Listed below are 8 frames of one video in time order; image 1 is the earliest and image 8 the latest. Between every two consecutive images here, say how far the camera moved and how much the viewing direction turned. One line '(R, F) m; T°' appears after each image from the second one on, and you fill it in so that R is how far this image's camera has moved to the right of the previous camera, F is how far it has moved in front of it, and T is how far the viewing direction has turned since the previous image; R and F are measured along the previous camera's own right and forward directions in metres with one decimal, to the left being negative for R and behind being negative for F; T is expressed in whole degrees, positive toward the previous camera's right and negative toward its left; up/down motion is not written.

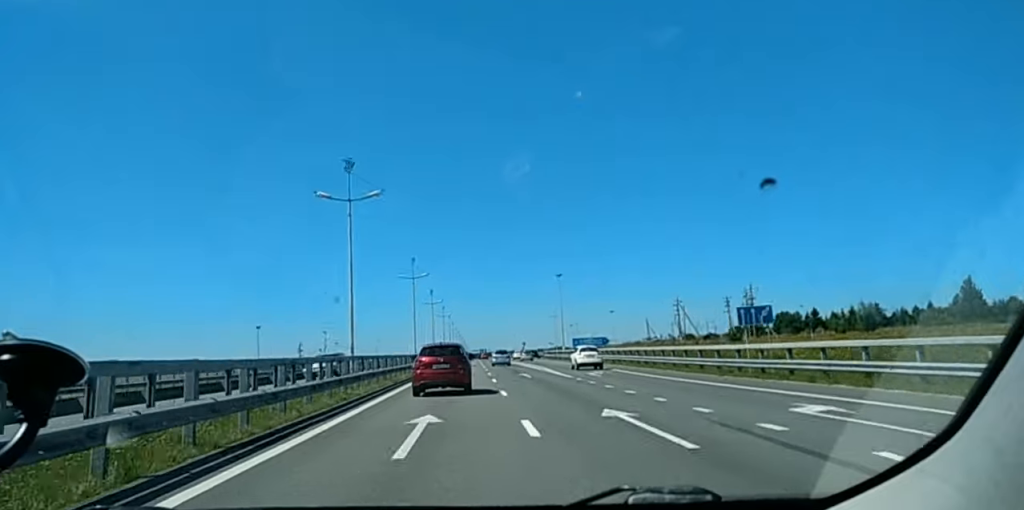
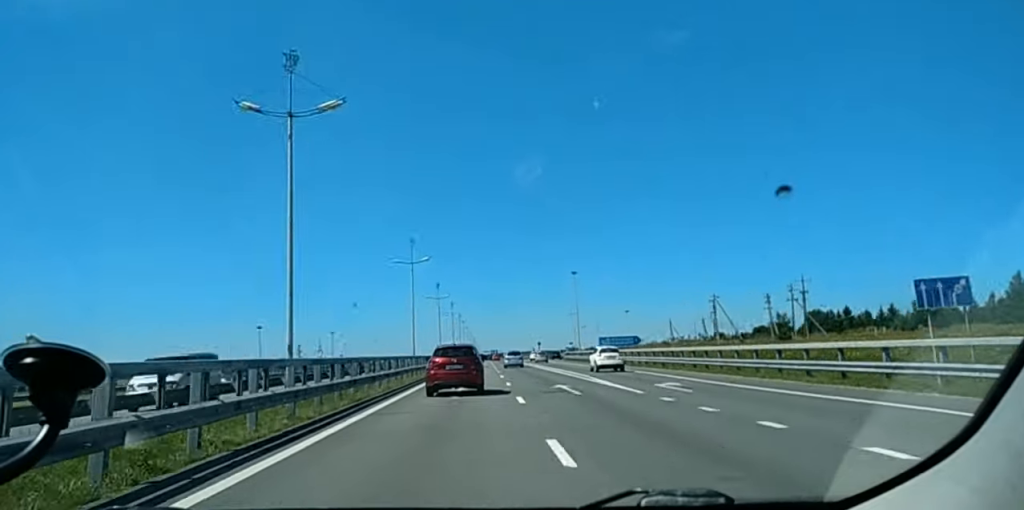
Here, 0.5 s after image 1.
(-0.1, +14.9) m; 0°
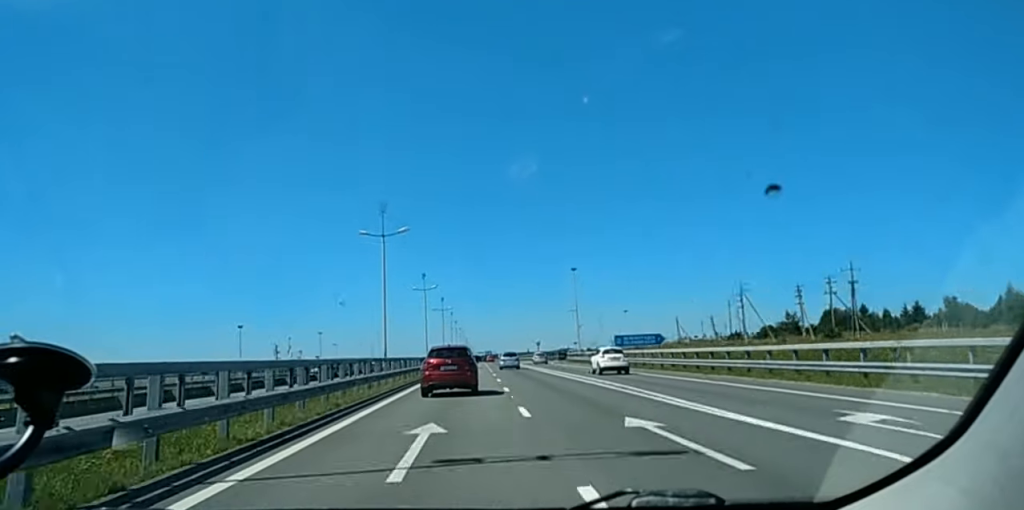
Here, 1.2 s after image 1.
(0.0, +17.4) m; 0°
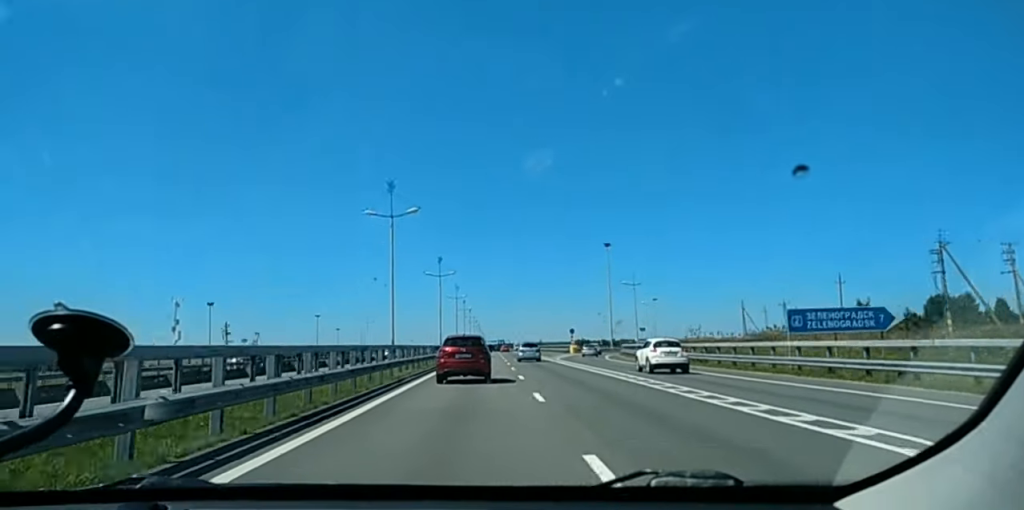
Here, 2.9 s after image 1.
(+0.1, +48.2) m; 0°
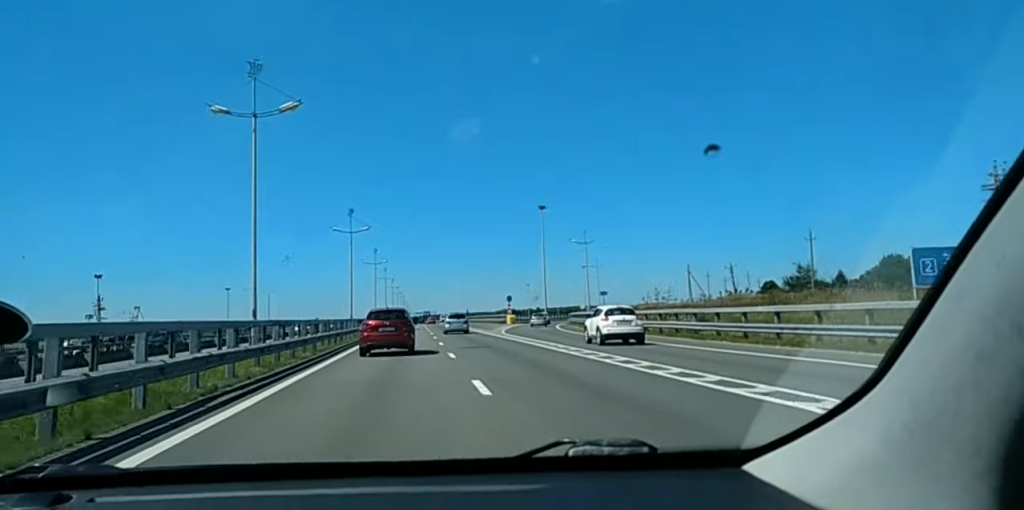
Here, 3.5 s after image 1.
(0.0, +17.7) m; 0°
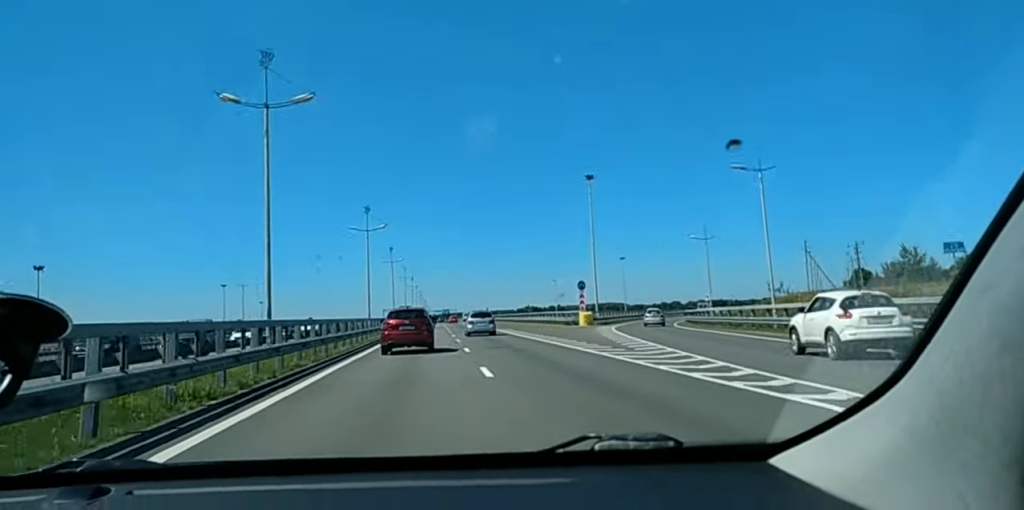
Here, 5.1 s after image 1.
(0.0, +43.2) m; 0°
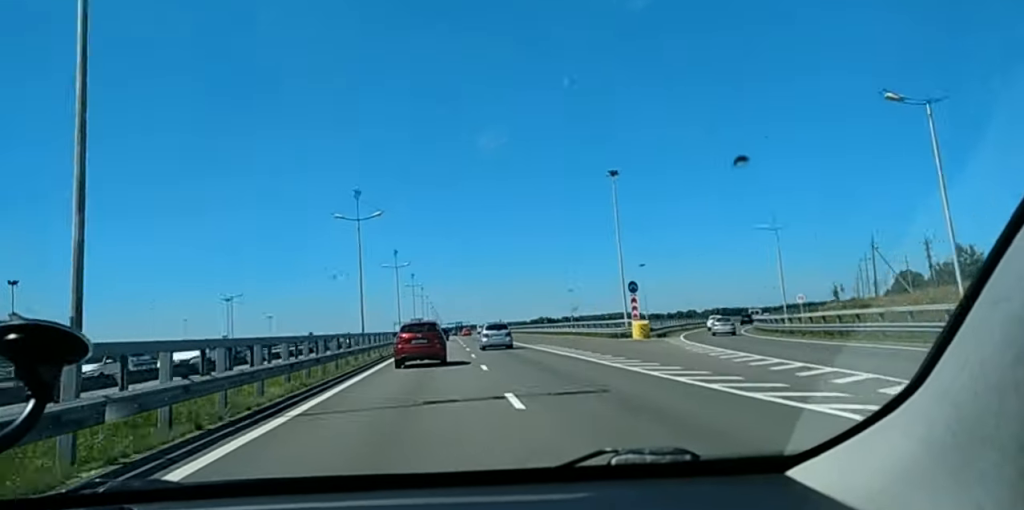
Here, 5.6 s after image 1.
(0.0, +15.0) m; 0°
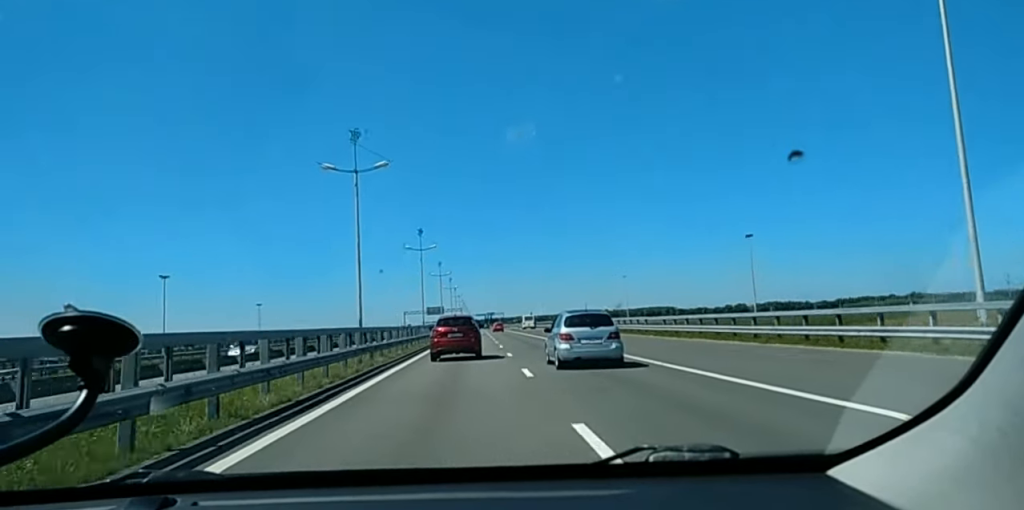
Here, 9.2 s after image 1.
(-0.2, +104.9) m; -1°
